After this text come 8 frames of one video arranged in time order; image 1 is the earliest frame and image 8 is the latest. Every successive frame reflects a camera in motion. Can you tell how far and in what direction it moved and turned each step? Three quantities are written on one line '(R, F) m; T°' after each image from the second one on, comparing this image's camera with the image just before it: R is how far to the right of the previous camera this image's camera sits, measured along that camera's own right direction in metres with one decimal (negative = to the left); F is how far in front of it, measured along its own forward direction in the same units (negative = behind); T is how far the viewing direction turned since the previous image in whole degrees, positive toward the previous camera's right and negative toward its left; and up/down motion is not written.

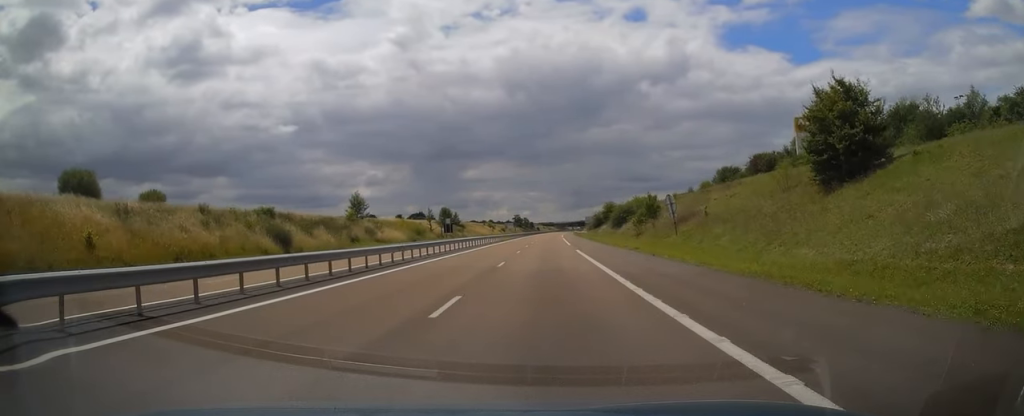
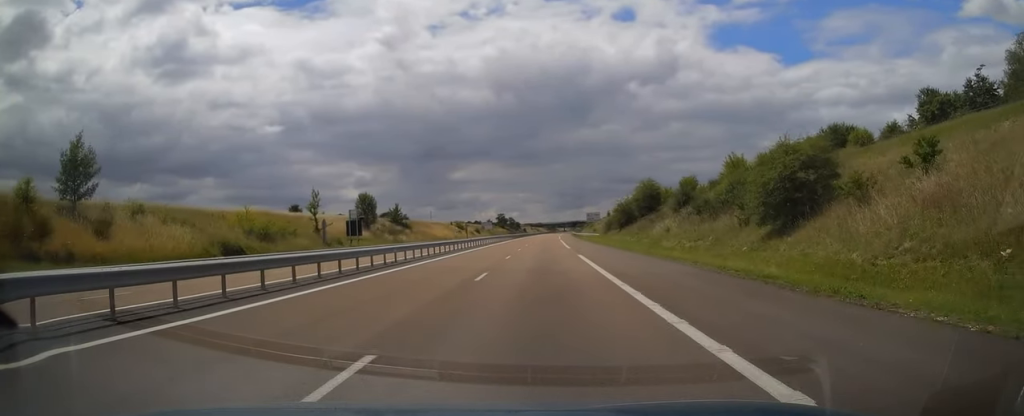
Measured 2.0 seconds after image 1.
(+0.6, +58.4) m; +1°
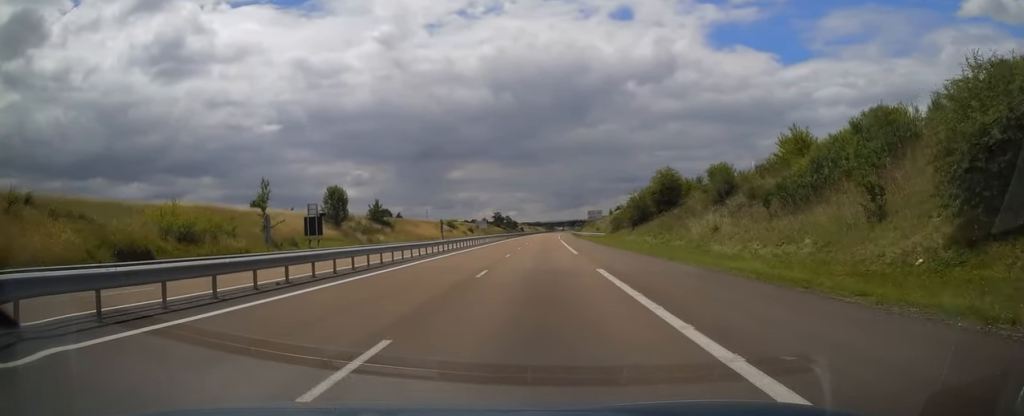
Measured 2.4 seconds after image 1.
(0.0, +12.3) m; 0°
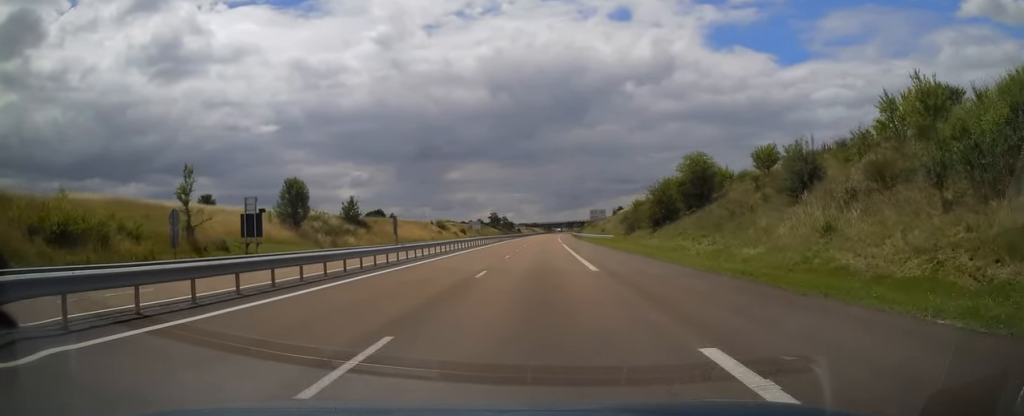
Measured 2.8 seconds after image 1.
(+0.1, +12.7) m; 0°
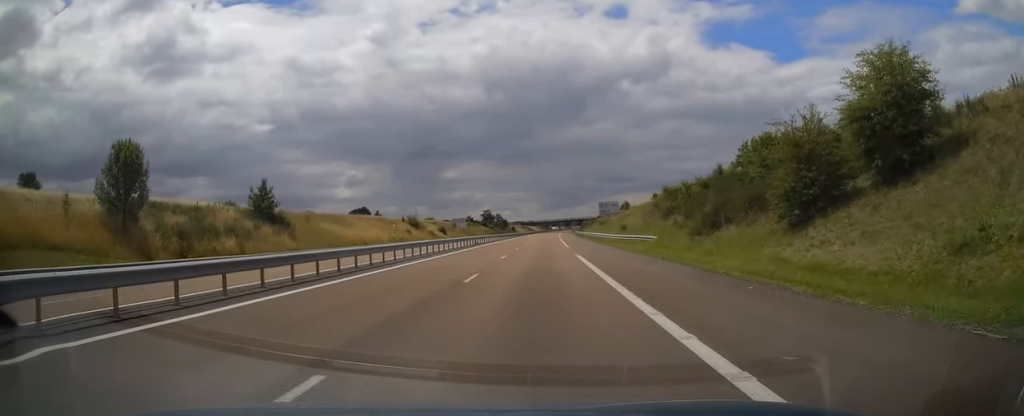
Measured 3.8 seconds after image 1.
(+0.1, +28.5) m; 0°
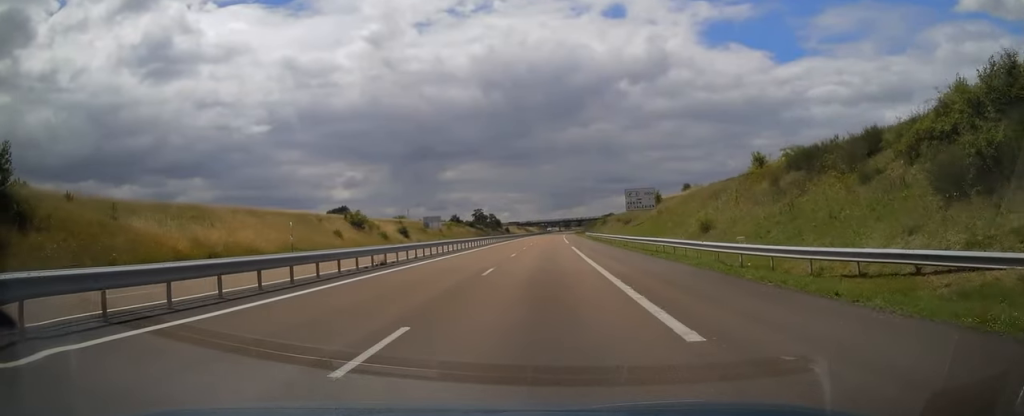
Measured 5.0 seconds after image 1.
(-0.1, +36.4) m; 0°
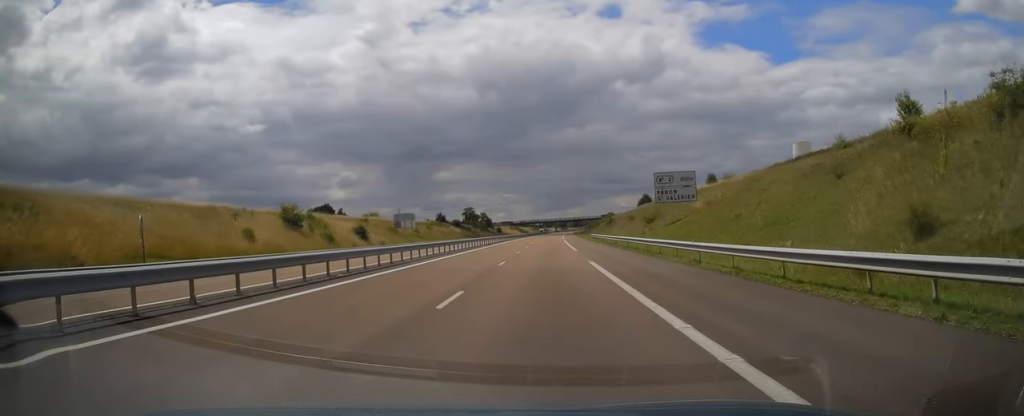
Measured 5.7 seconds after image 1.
(0.0, +21.2) m; 0°
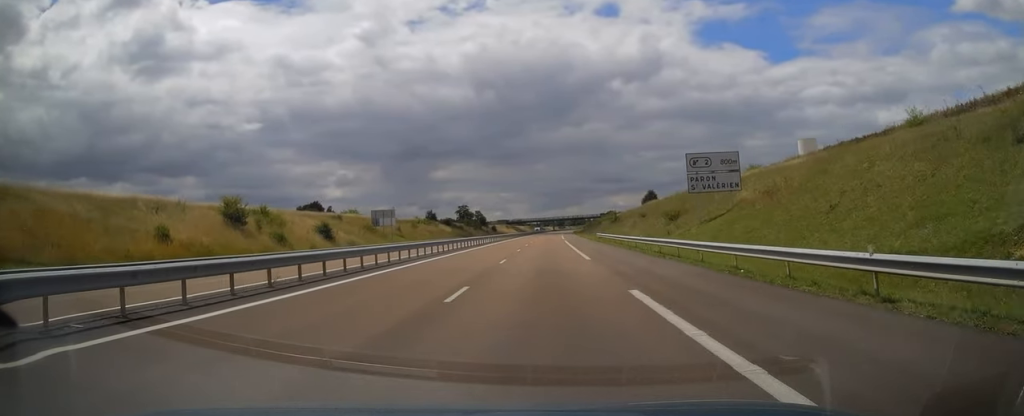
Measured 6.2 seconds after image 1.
(0.0, +12.3) m; 0°
